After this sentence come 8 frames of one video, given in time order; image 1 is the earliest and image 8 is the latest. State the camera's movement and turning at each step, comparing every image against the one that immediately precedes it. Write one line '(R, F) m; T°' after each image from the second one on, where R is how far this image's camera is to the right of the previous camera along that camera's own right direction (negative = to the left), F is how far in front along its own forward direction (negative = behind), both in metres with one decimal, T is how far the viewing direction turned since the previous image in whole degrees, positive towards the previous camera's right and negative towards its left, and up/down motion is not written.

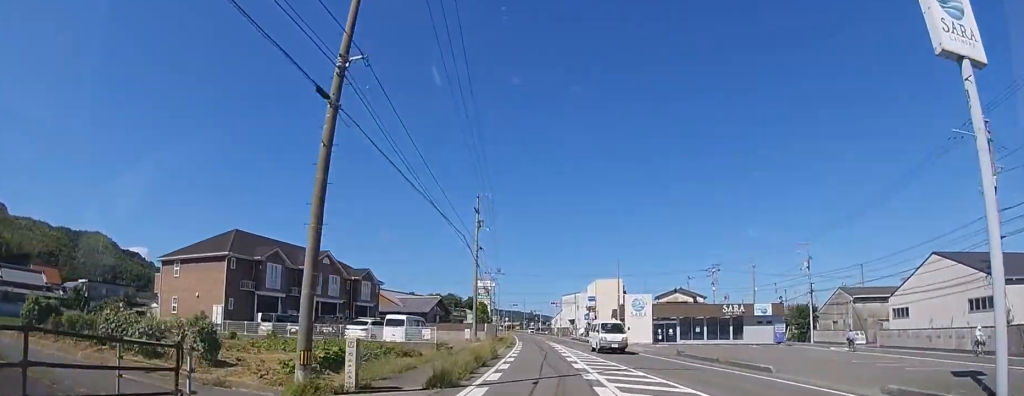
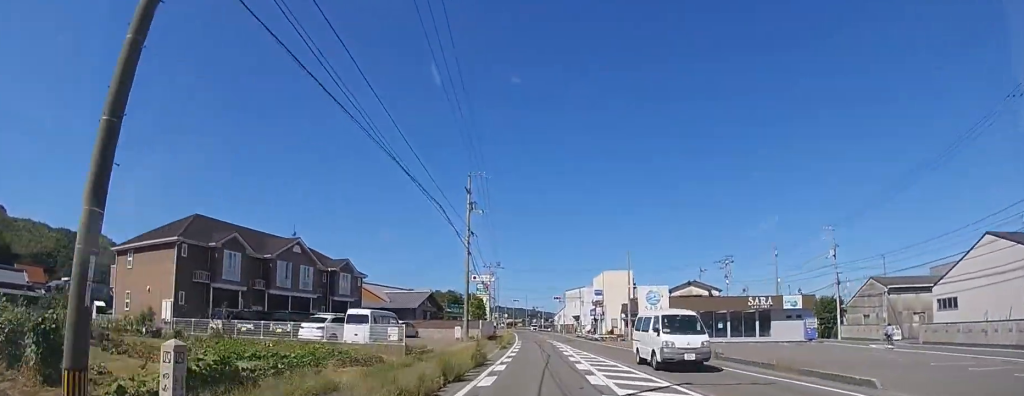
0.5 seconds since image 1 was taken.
(0.0, +5.8) m; 0°
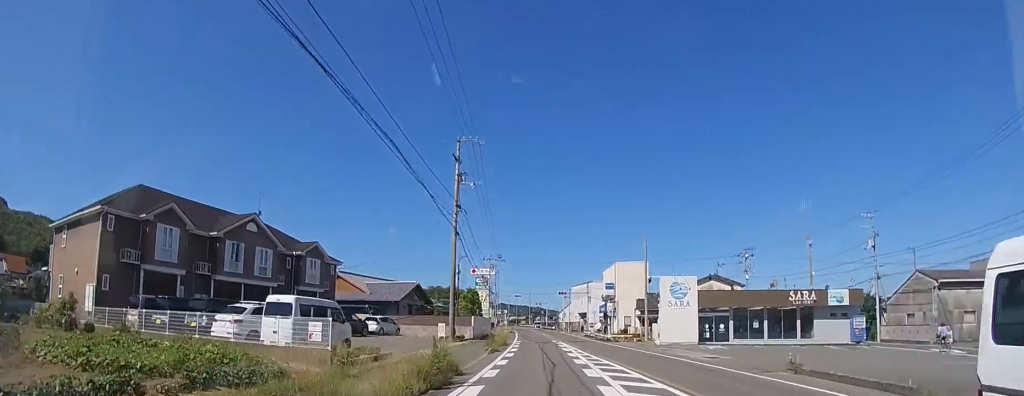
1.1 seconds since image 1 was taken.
(0.0, +7.2) m; 0°
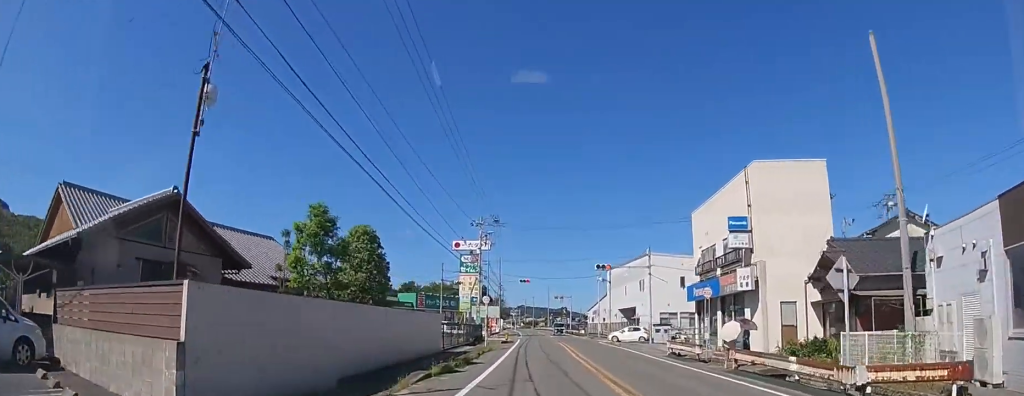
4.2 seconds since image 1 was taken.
(-0.5, +32.9) m; -3°
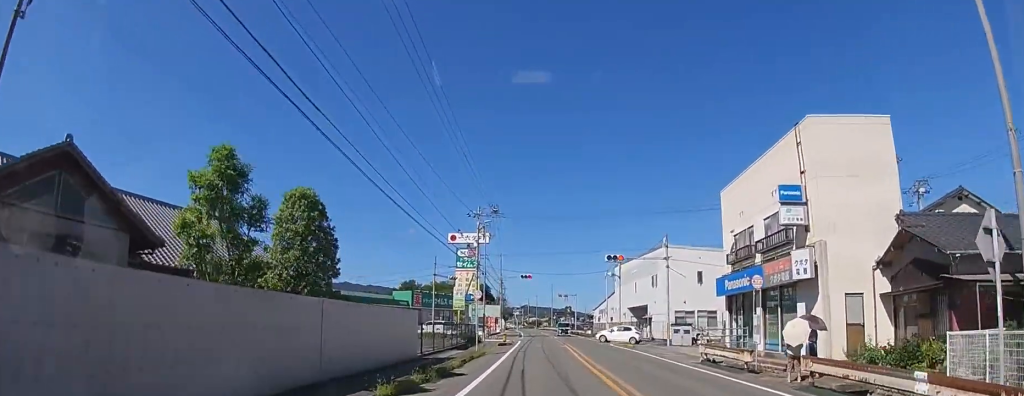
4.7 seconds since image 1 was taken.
(0.0, +4.8) m; -1°
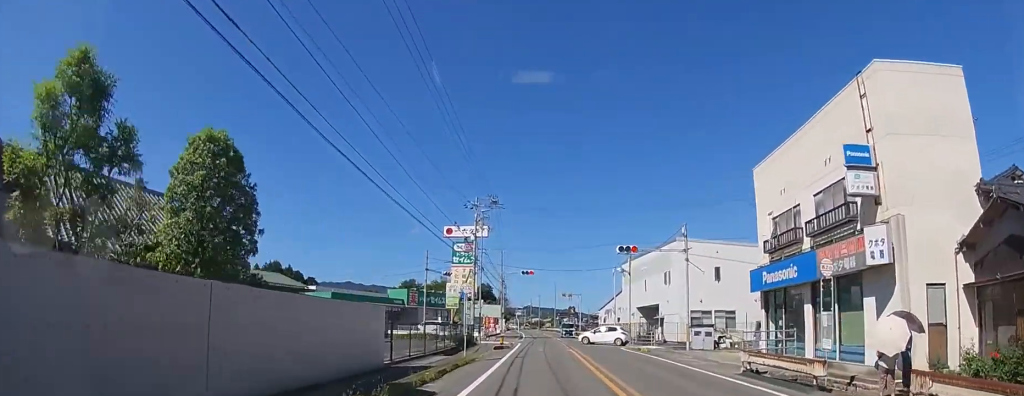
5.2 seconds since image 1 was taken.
(0.0, +3.7) m; 0°
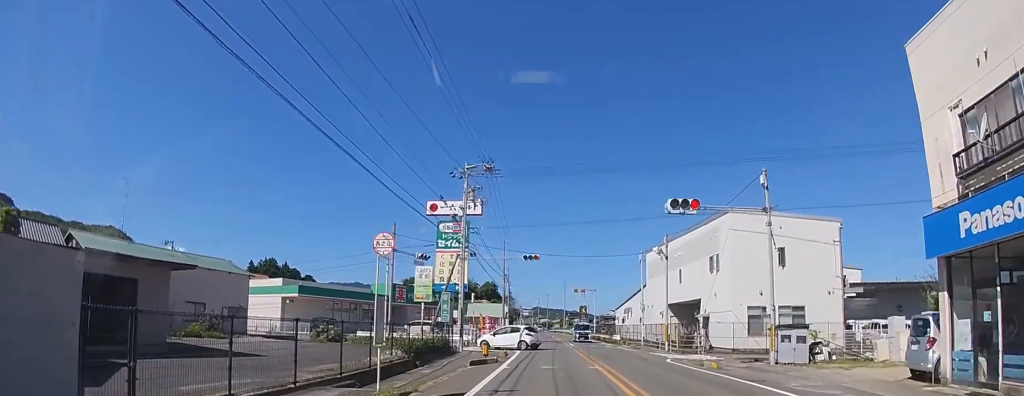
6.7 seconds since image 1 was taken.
(-0.1, +10.7) m; -1°
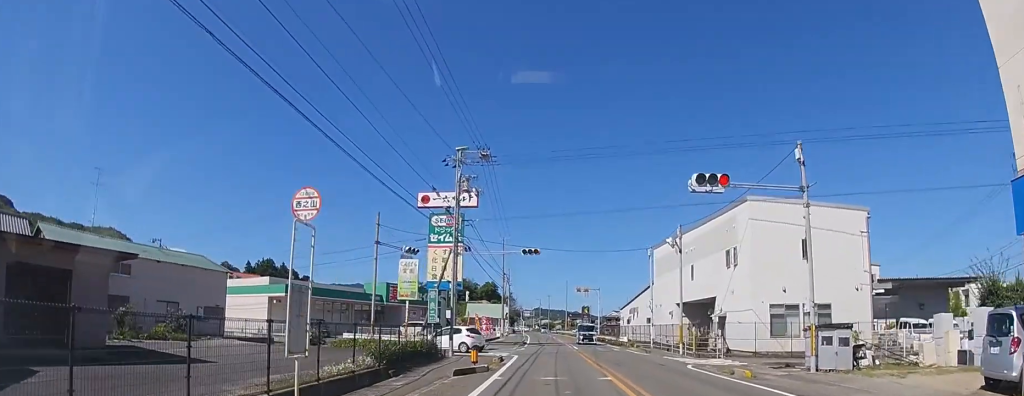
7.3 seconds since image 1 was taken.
(0.0, +3.2) m; 0°
